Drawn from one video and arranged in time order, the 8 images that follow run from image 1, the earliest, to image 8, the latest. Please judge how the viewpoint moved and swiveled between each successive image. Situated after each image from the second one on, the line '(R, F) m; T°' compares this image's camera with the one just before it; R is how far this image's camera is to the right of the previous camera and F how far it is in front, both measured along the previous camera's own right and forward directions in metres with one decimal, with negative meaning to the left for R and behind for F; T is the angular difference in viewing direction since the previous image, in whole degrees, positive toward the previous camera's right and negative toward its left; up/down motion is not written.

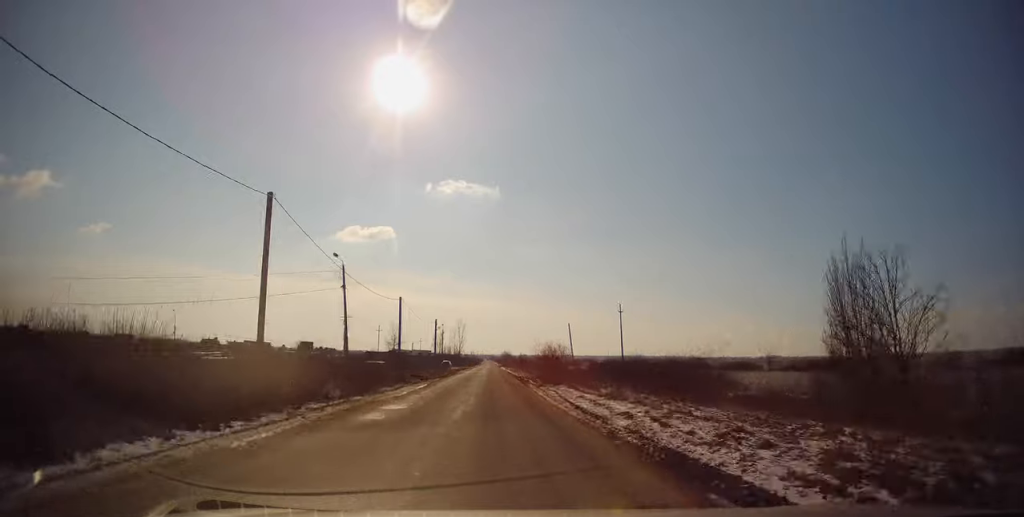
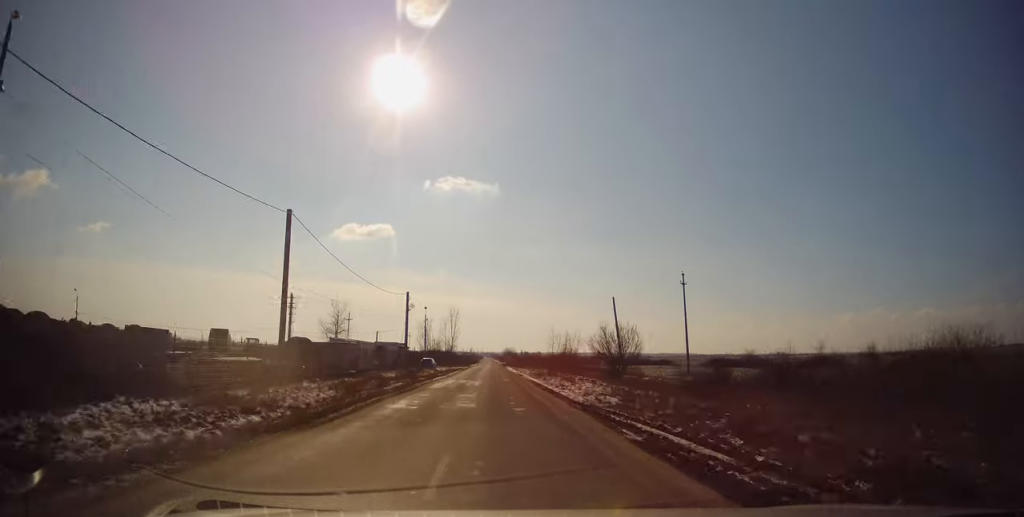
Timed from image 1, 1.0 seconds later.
(-0.2, +32.9) m; 0°
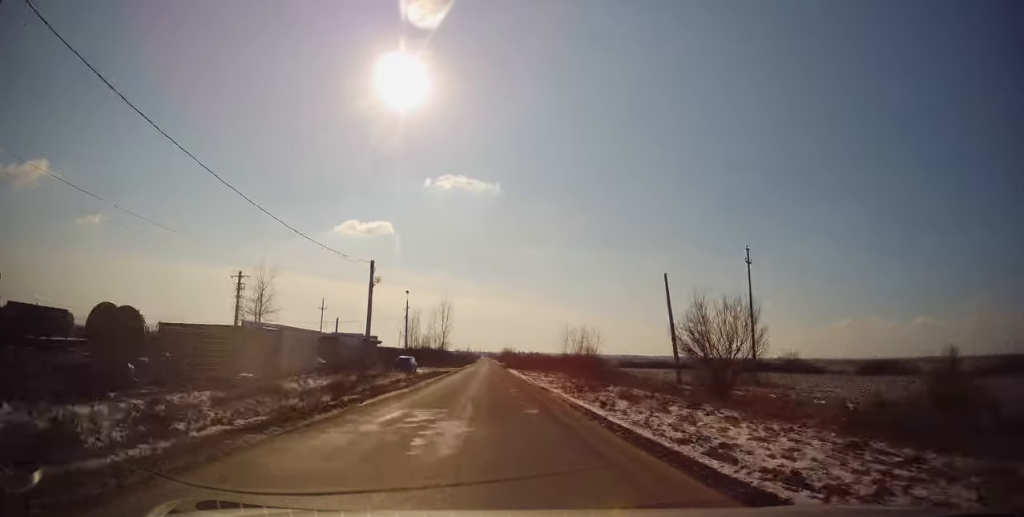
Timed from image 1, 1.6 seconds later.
(0.0, +18.1) m; 0°
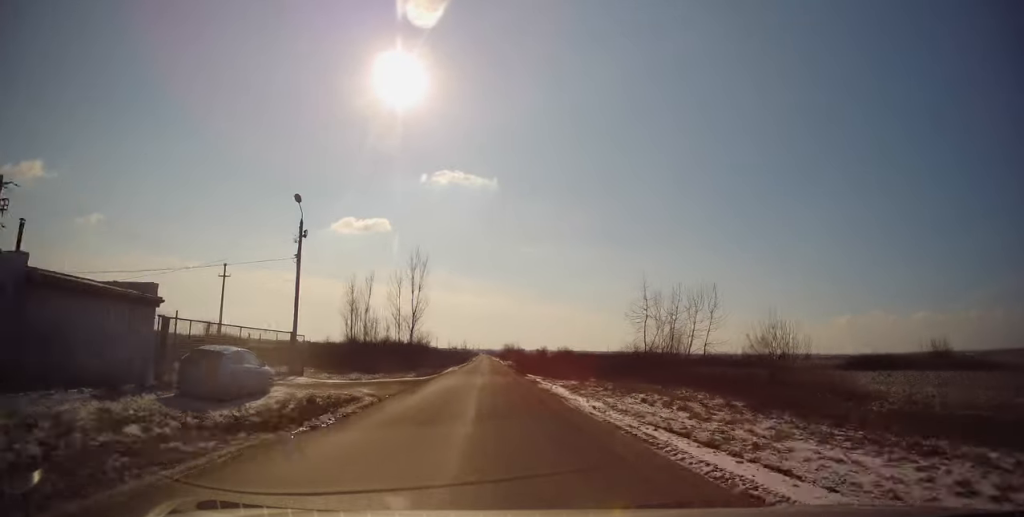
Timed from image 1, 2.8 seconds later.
(+0.2, +37.7) m; 0°
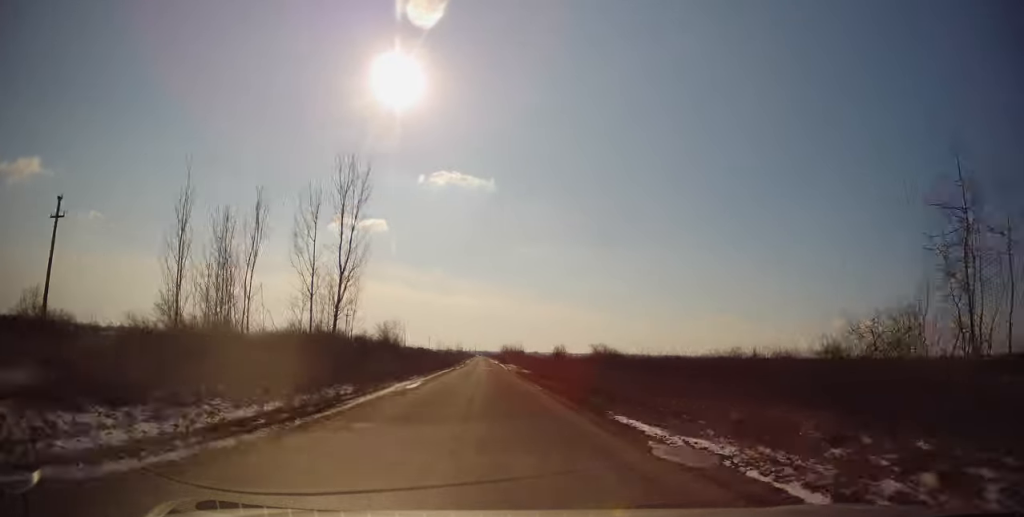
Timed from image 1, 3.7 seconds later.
(-0.2, +27.5) m; 0°
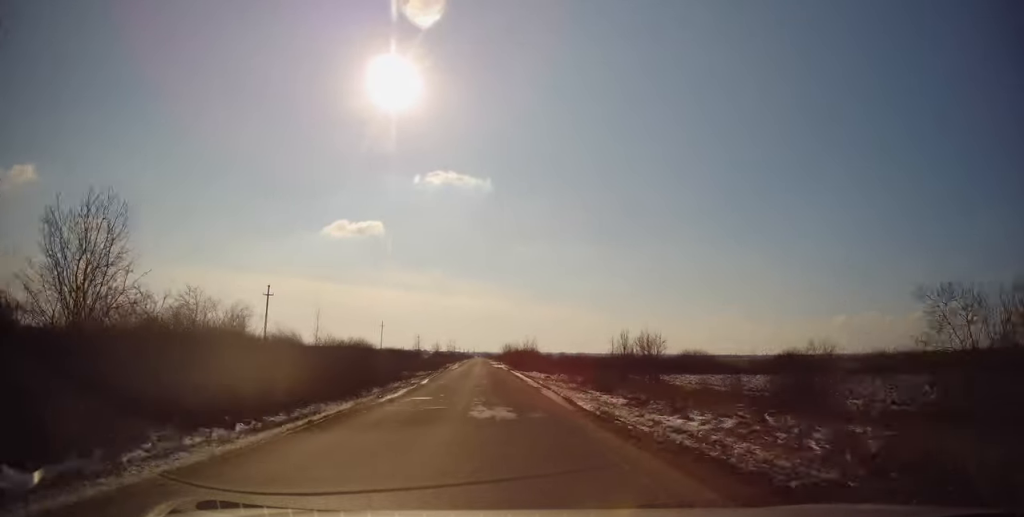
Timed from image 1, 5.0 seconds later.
(+0.2, +42.8) m; 0°
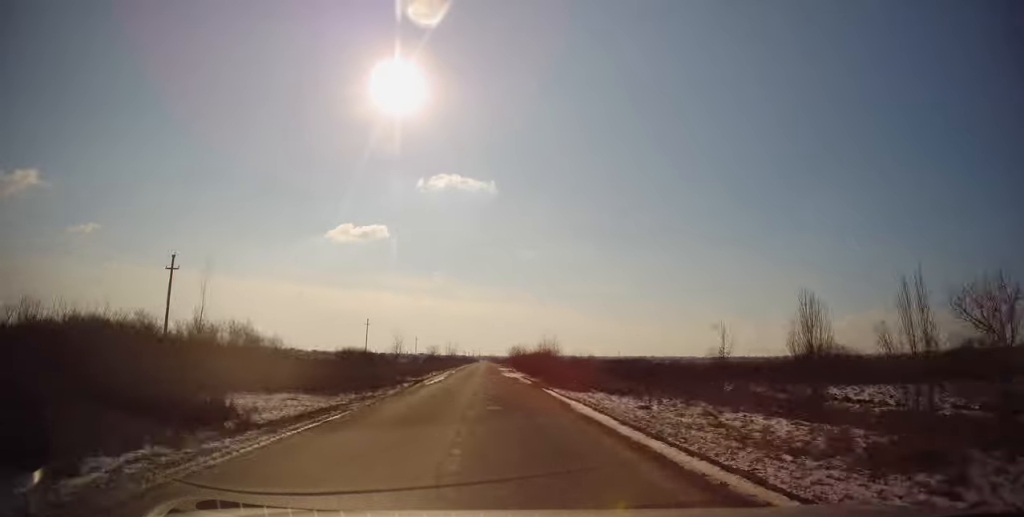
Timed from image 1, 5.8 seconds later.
(+0.2, +25.6) m; 0°
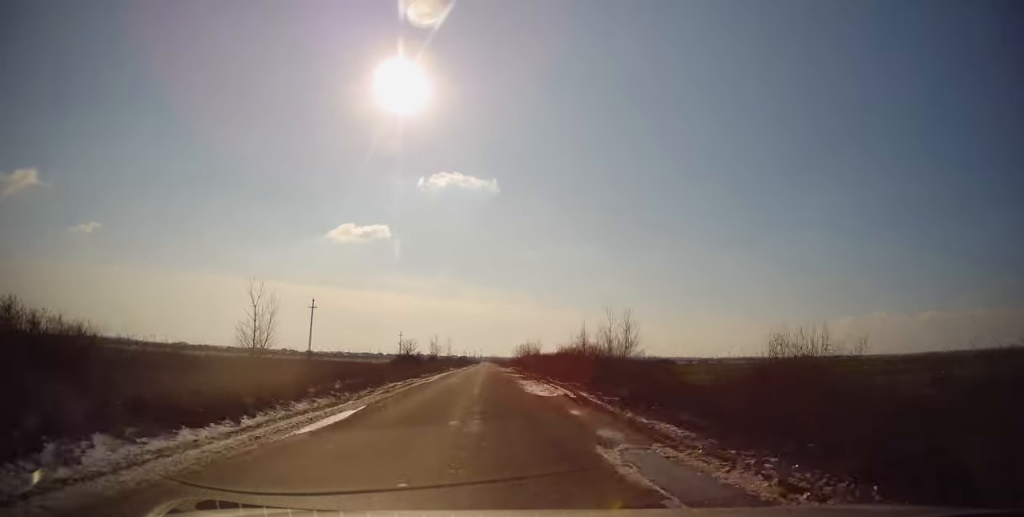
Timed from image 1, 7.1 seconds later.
(-0.3, +42.5) m; 0°
